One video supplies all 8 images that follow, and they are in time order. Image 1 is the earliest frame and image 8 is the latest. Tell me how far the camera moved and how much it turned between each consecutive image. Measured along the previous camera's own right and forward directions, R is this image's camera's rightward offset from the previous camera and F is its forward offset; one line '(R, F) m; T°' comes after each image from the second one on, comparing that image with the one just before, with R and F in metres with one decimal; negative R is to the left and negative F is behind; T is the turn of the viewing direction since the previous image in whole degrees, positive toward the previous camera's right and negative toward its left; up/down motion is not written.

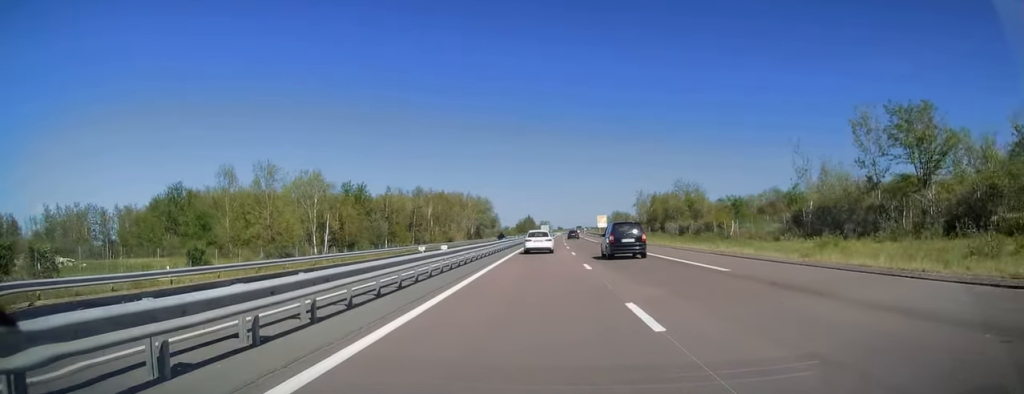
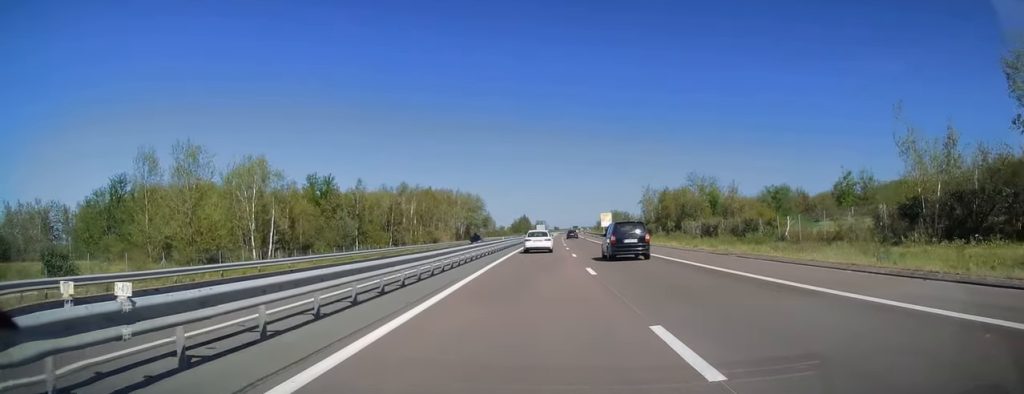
(+0.1, +15.5) m; 0°
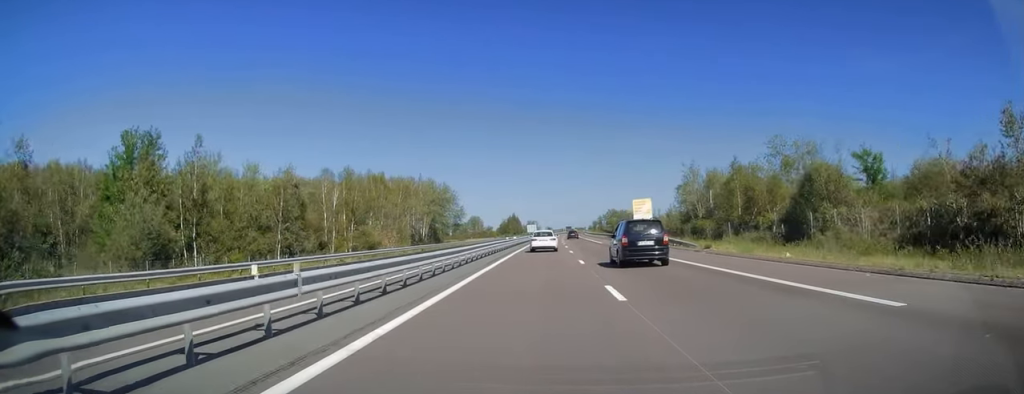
(+0.4, +45.7) m; +1°
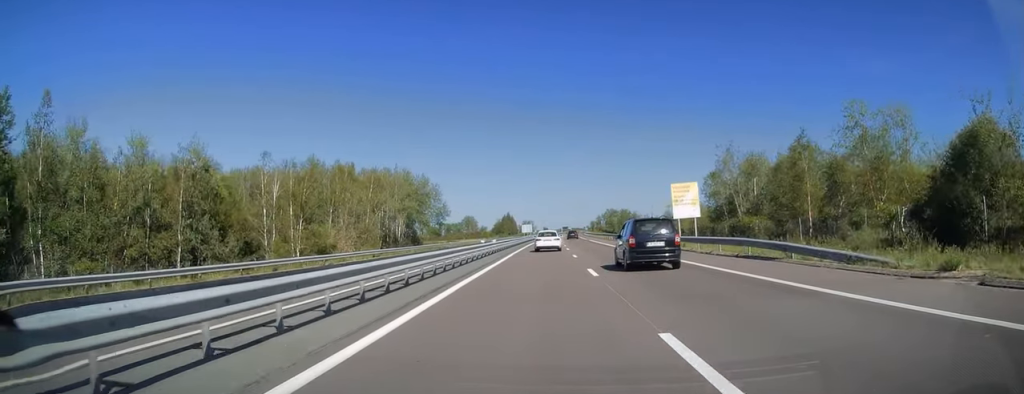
(+0.2, +19.6) m; 0°
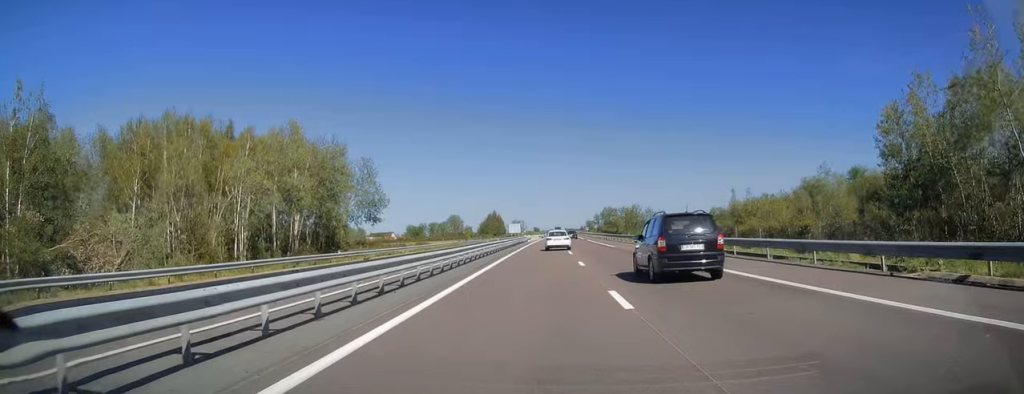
(-0.1, +46.2) m; 0°
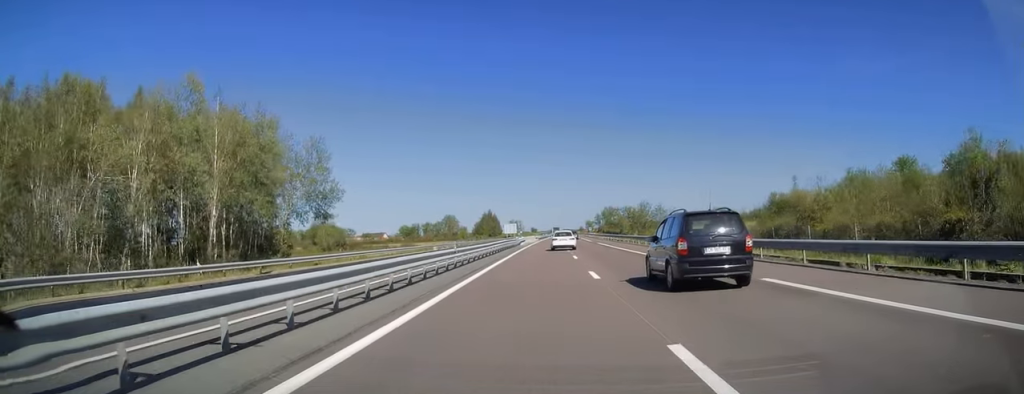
(+0.2, +19.1) m; +1°
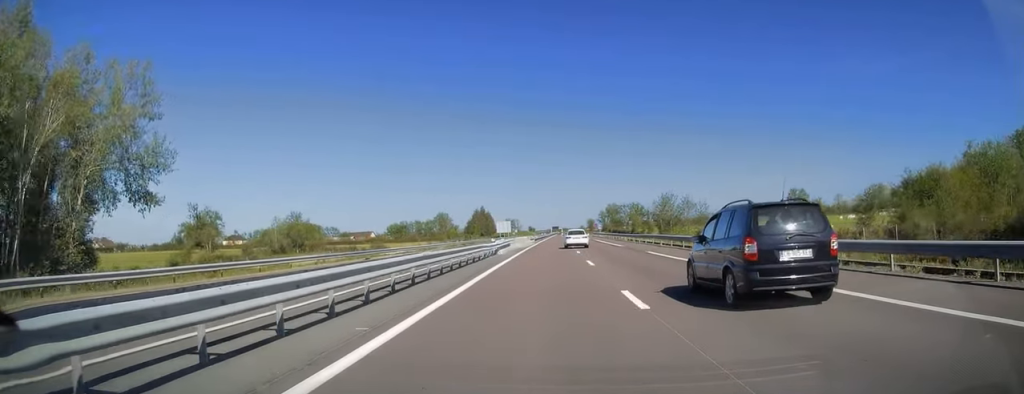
(+0.2, +32.7) m; +1°
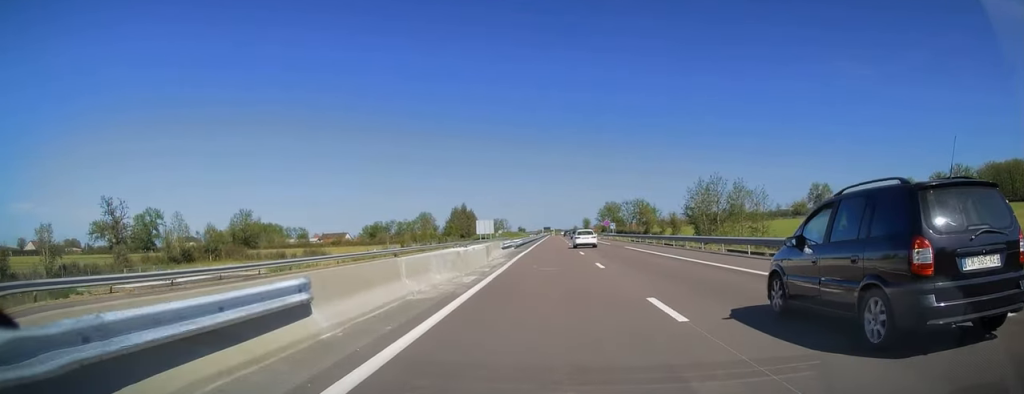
(+0.4, +40.3) m; 0°
